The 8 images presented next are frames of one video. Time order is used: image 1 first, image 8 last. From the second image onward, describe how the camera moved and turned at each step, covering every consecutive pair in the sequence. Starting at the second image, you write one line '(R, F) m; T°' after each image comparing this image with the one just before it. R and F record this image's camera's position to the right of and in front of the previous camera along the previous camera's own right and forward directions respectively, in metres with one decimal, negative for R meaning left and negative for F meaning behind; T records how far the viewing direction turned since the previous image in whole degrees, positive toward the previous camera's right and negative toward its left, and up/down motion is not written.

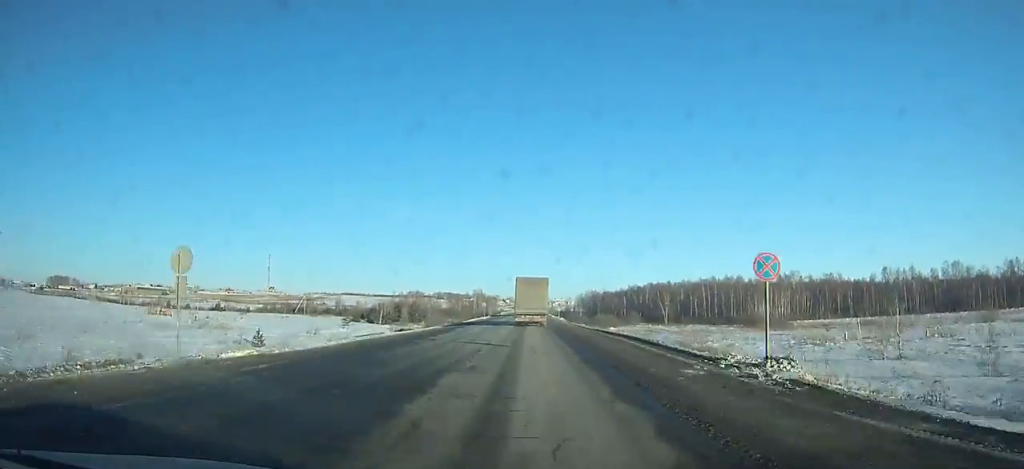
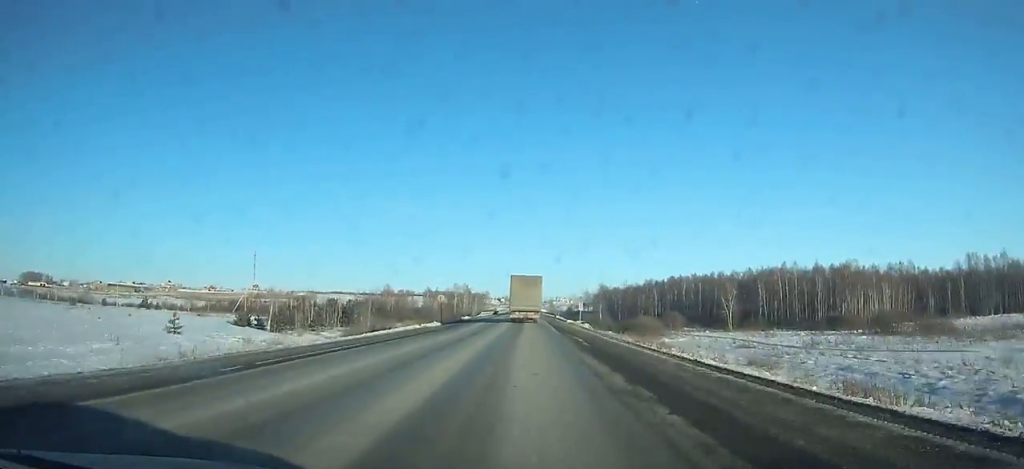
(-0.2, +48.2) m; 0°
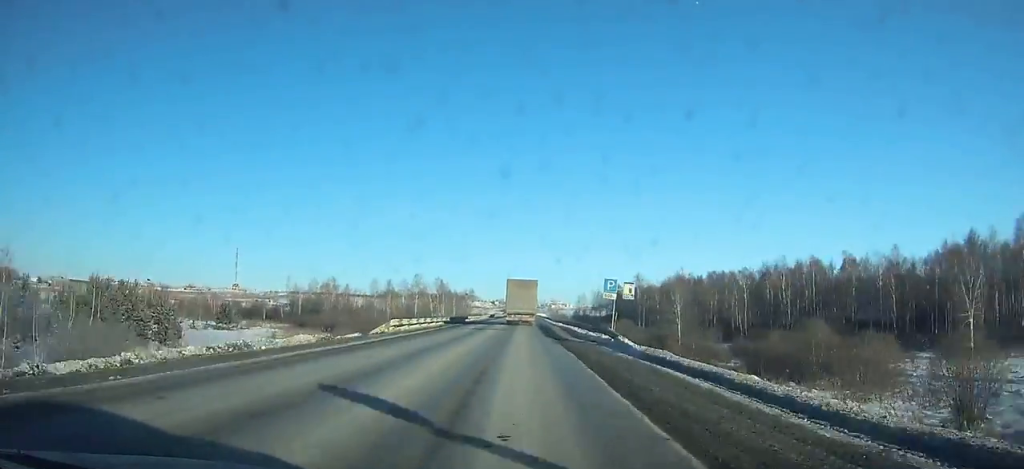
(+0.2, +55.9) m; 0°
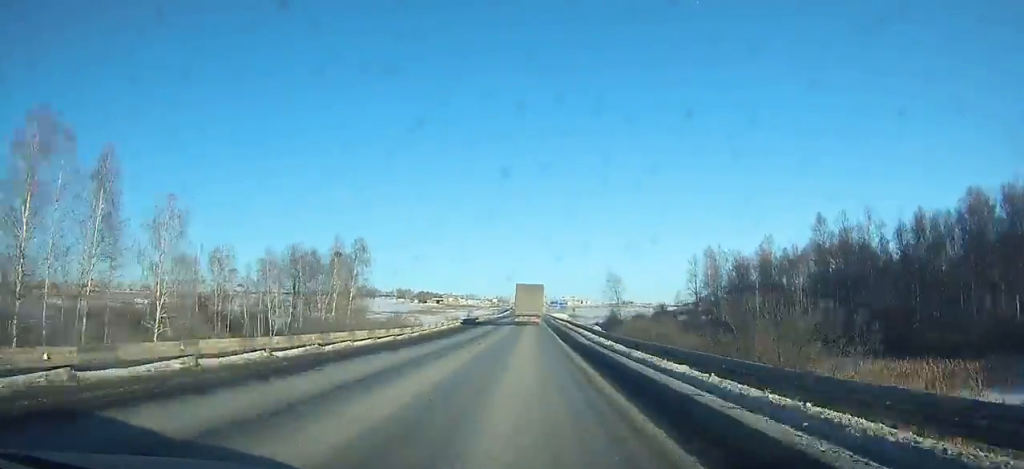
(+0.2, +146.4) m; 0°
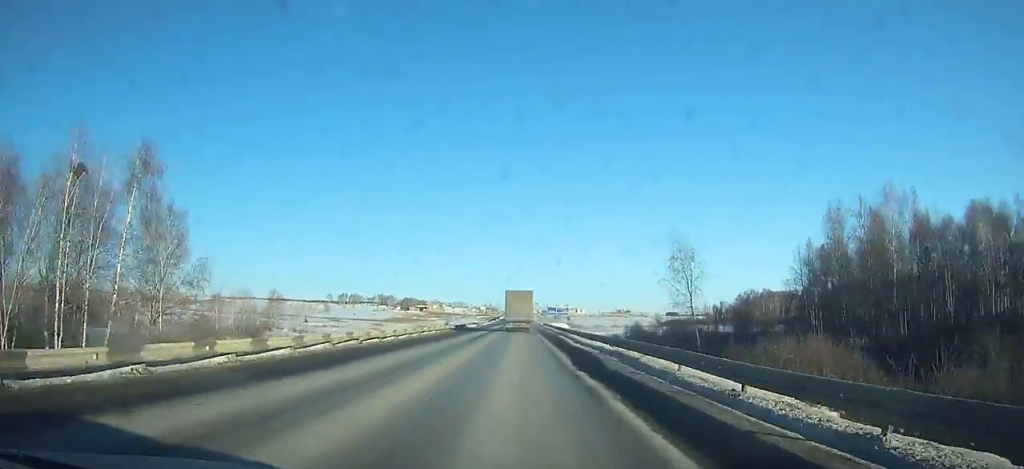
(+0.1, +39.4) m; 0°
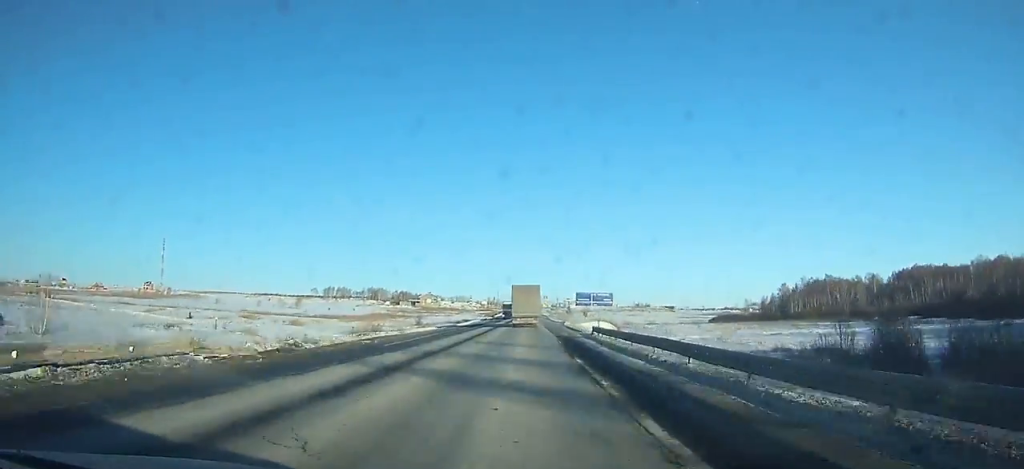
(-0.2, +64.1) m; 0°
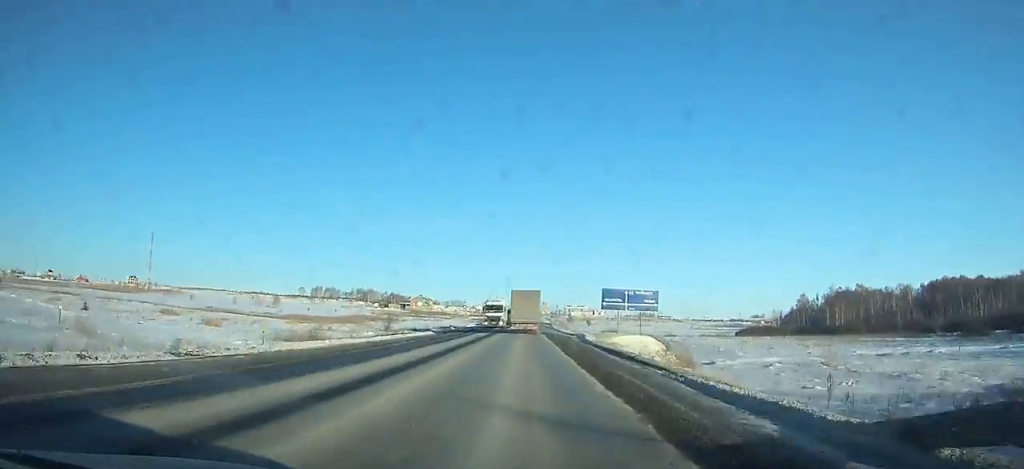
(+0.2, +29.0) m; 0°
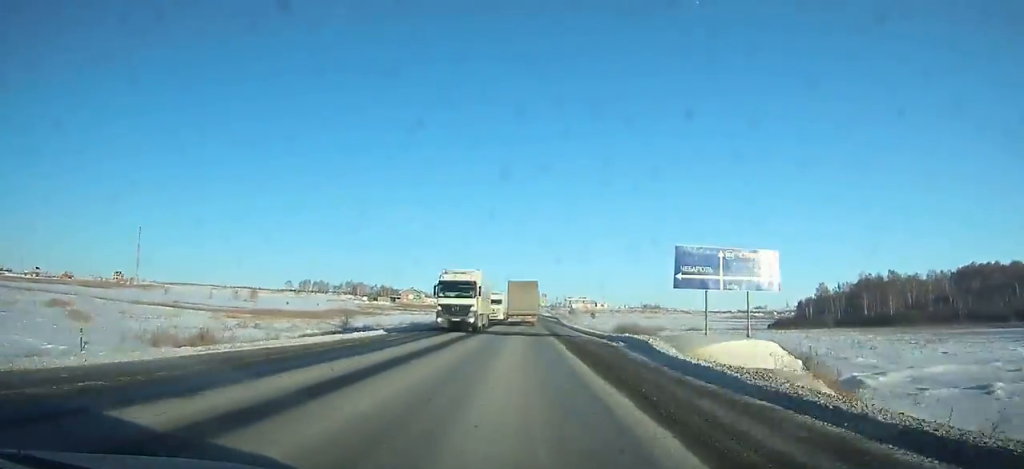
(+0.1, +24.9) m; 0°
